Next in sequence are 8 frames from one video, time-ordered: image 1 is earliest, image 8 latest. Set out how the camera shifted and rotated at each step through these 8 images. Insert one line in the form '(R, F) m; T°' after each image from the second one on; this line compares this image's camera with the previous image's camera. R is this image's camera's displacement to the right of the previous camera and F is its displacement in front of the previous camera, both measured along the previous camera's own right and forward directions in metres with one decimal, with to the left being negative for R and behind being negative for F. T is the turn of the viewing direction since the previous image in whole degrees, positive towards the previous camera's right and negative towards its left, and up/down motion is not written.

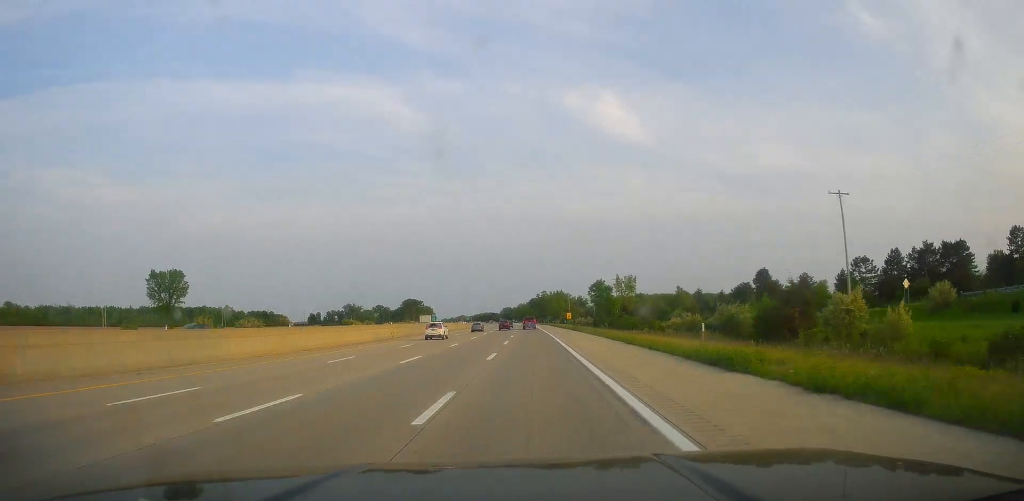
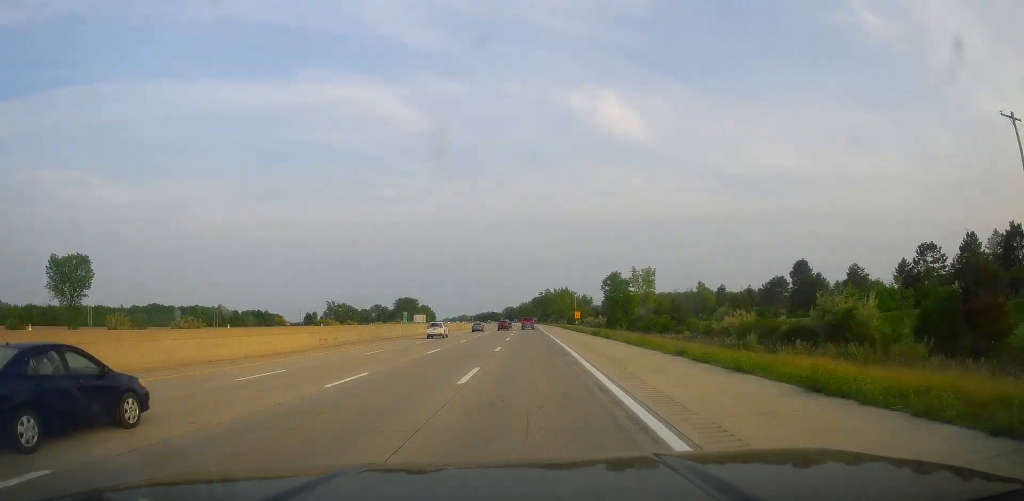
(+0.2, +24.2) m; 0°
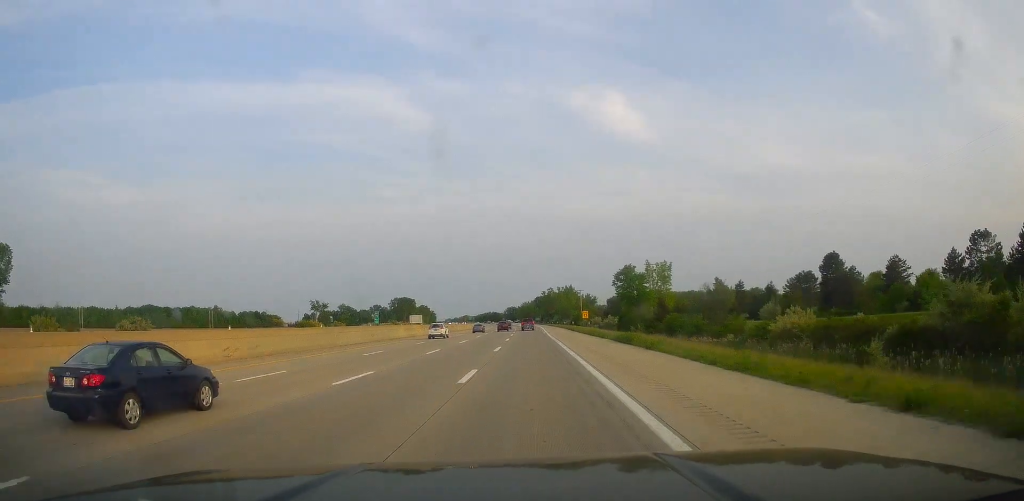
(0.0, +15.4) m; -1°
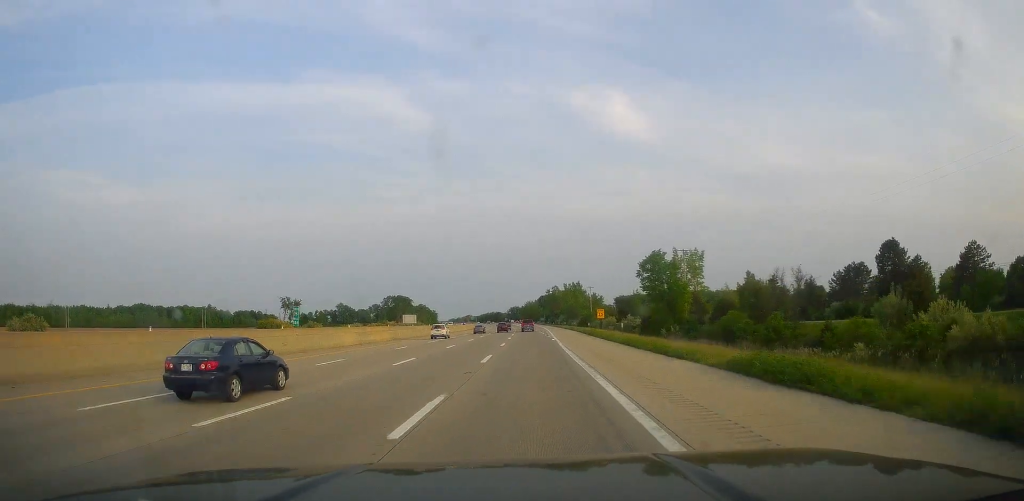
(-0.1, +23.0) m; -1°
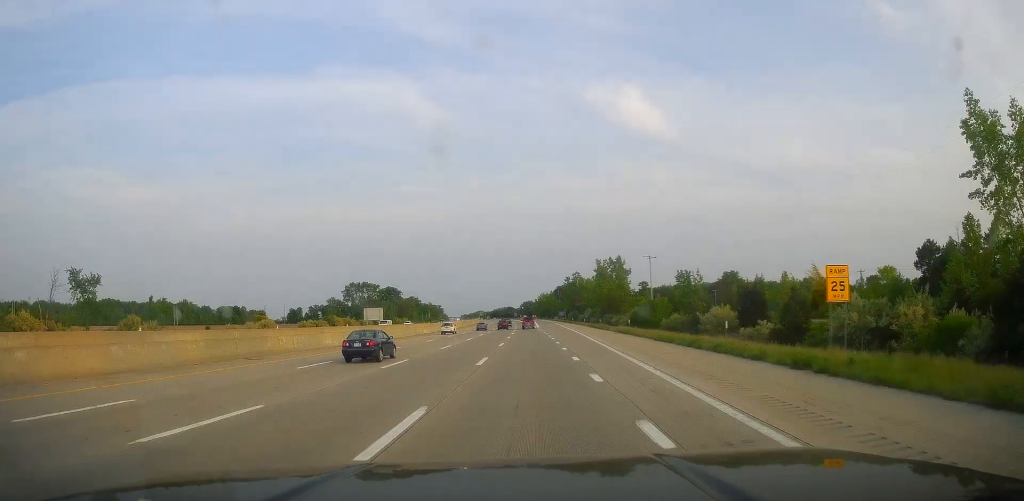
(0.0, +78.8) m; 0°
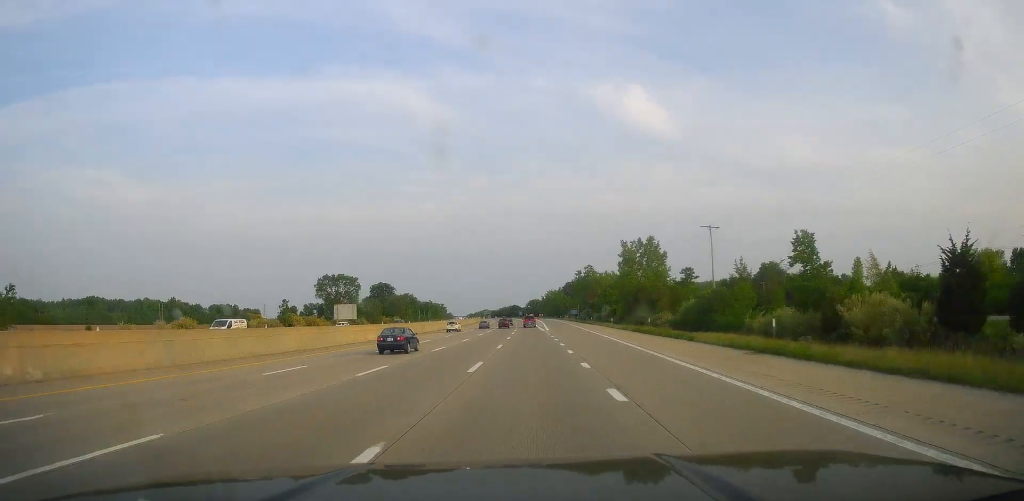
(-0.3, +33.9) m; -1°
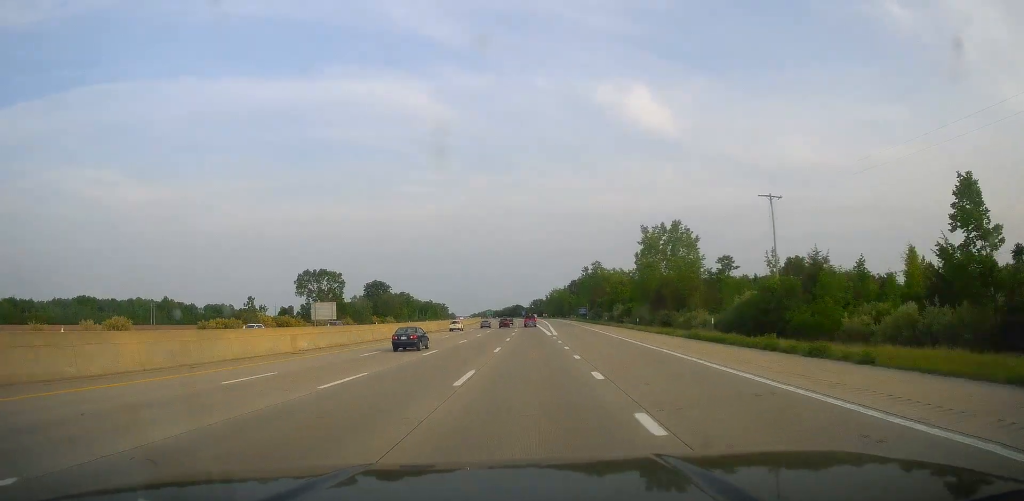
(-0.1, +18.7) m; -1°
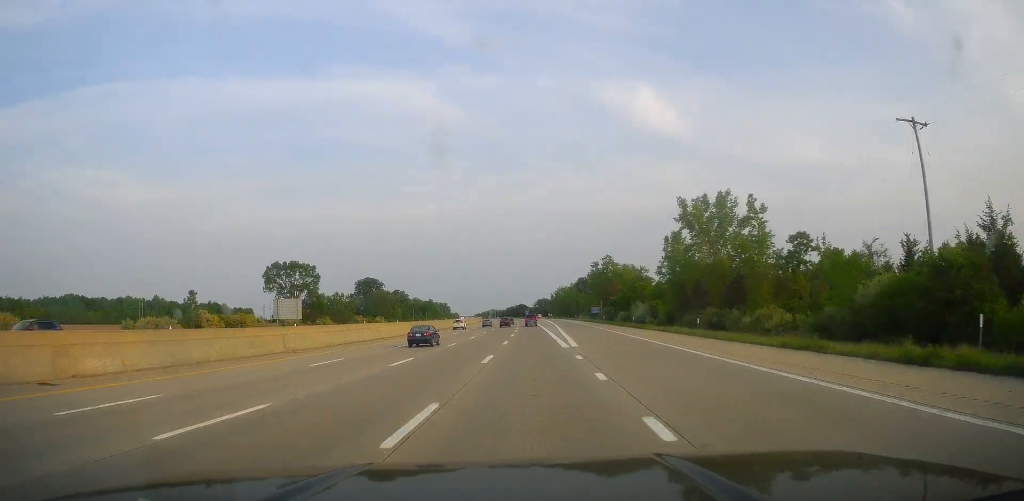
(-0.1, +23.1) m; -1°
